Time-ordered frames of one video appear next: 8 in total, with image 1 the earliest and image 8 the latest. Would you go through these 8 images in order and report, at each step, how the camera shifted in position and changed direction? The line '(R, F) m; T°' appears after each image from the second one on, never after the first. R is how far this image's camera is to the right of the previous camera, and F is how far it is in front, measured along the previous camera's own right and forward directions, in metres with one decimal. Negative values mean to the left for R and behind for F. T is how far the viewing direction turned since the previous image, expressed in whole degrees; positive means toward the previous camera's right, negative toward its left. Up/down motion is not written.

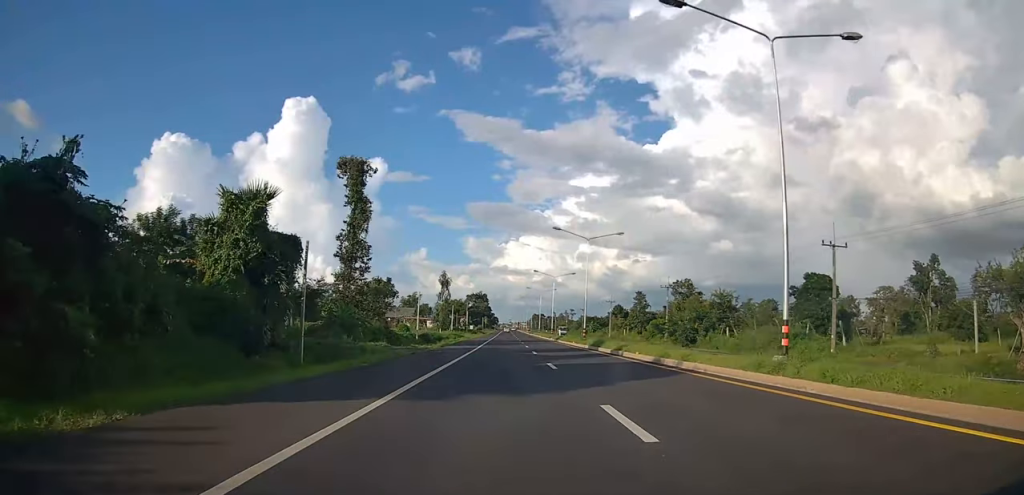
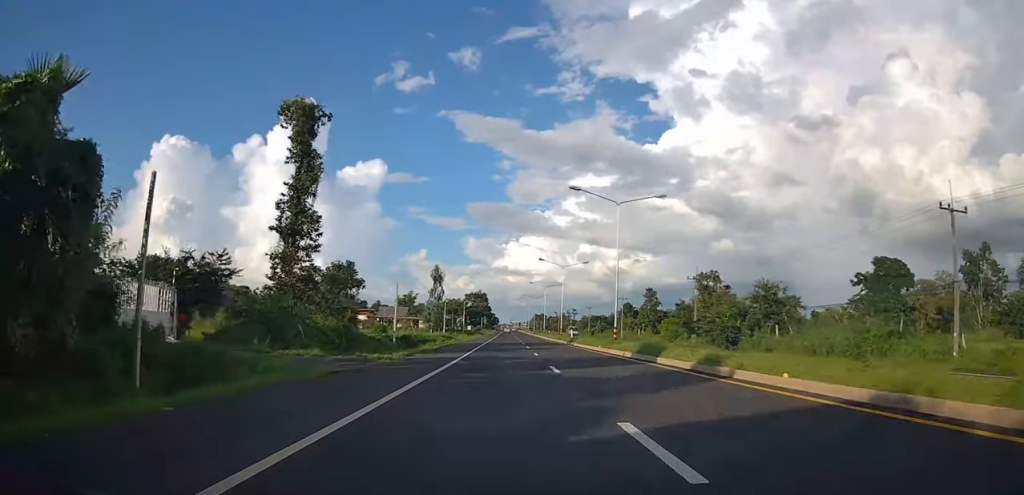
(0.0, +13.9) m; 0°
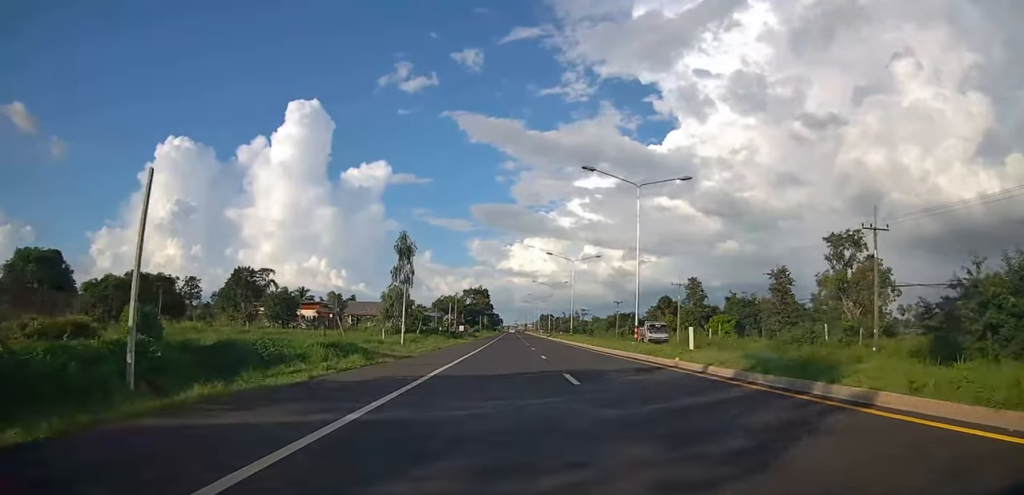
(-0.1, +40.0) m; 0°
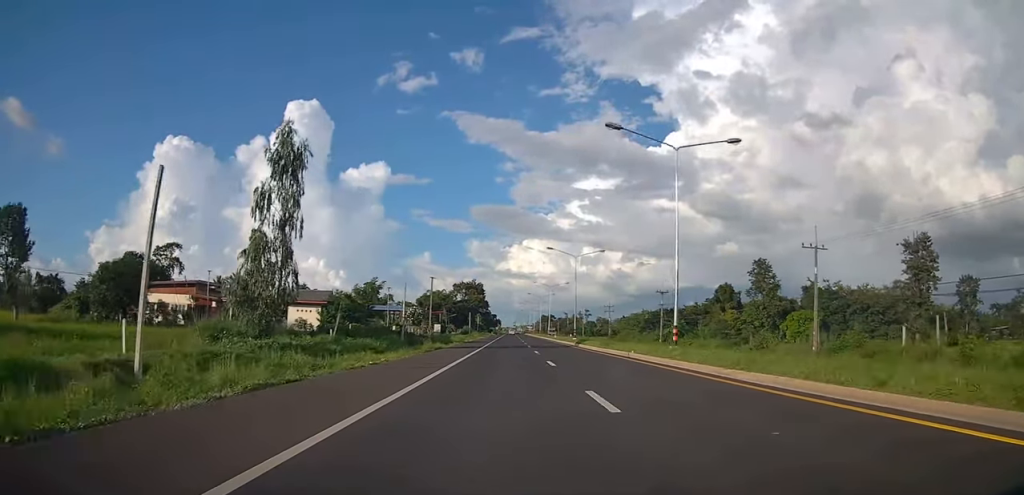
(+0.1, +41.0) m; 0°
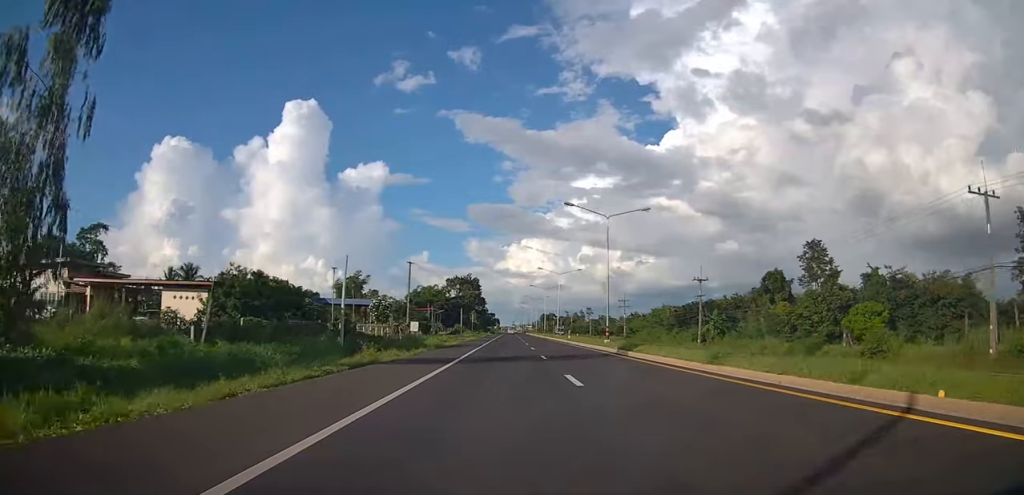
(0.0, +20.2) m; 0°
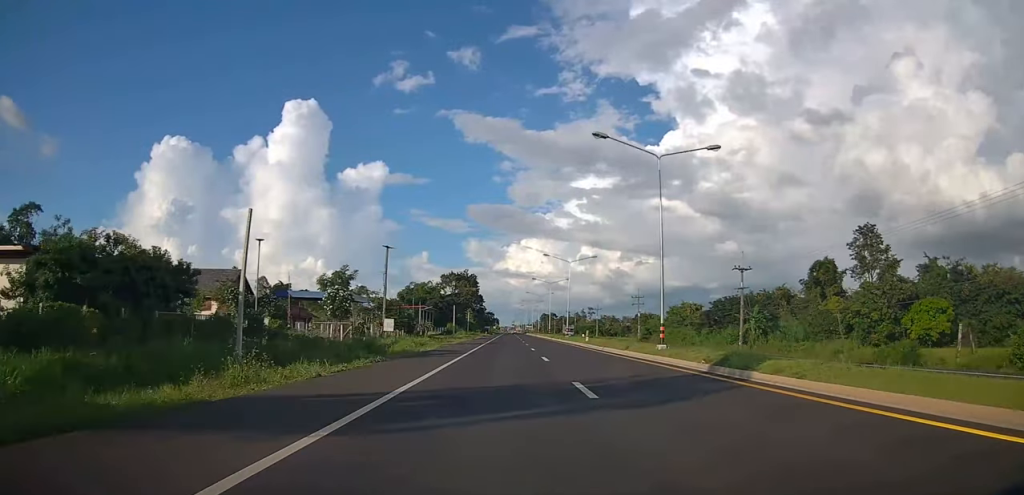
(0.0, +14.1) m; -1°
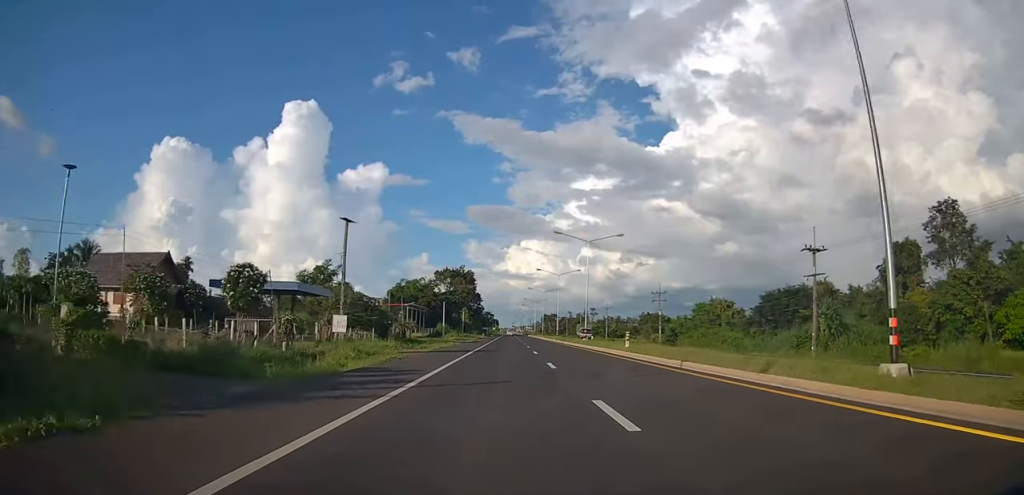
(-0.1, +15.7) m; -1°
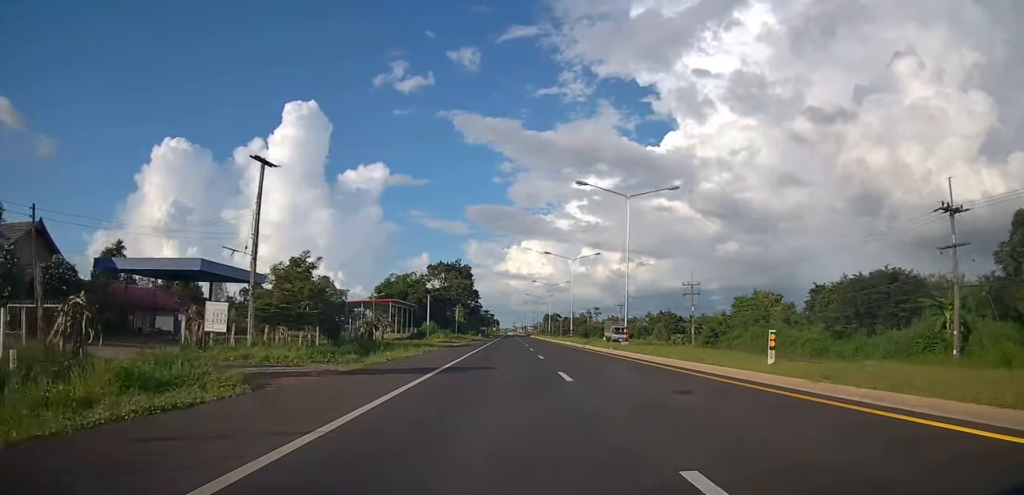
(-0.5, +16.9) m; 0°
